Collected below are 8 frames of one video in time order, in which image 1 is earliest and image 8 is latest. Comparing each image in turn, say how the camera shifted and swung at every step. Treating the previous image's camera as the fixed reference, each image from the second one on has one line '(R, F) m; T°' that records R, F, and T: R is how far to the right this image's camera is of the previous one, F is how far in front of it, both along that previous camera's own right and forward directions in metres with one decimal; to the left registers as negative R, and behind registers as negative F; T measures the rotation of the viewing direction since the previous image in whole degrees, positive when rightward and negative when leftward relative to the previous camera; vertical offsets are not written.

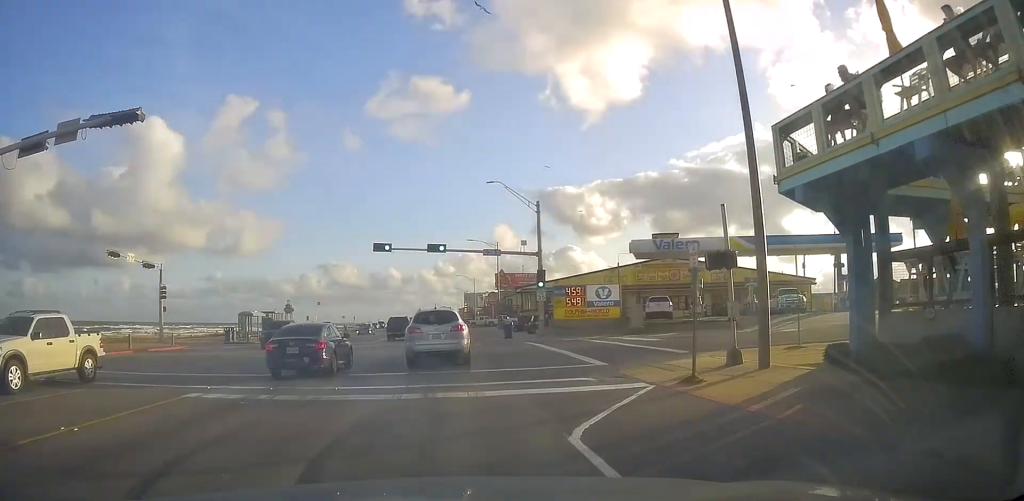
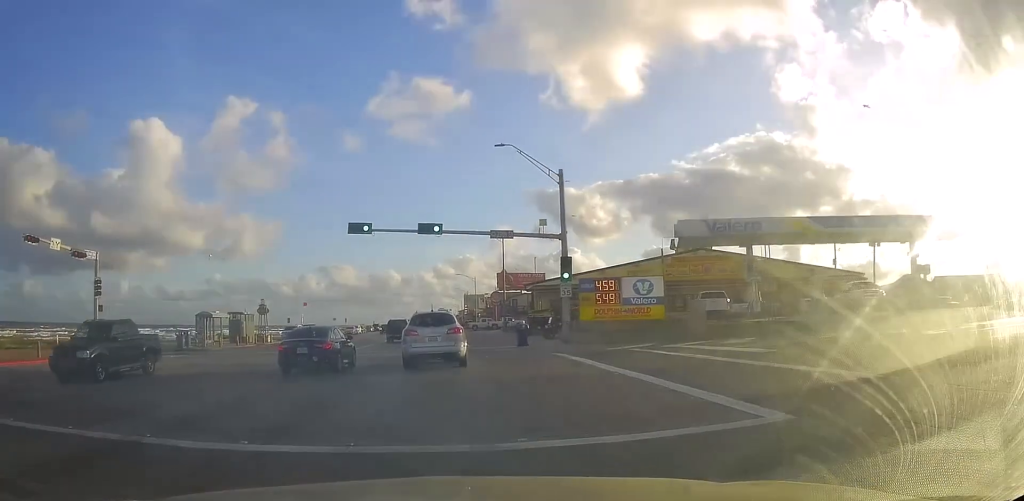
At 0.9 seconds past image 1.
(+0.3, +9.5) m; +1°
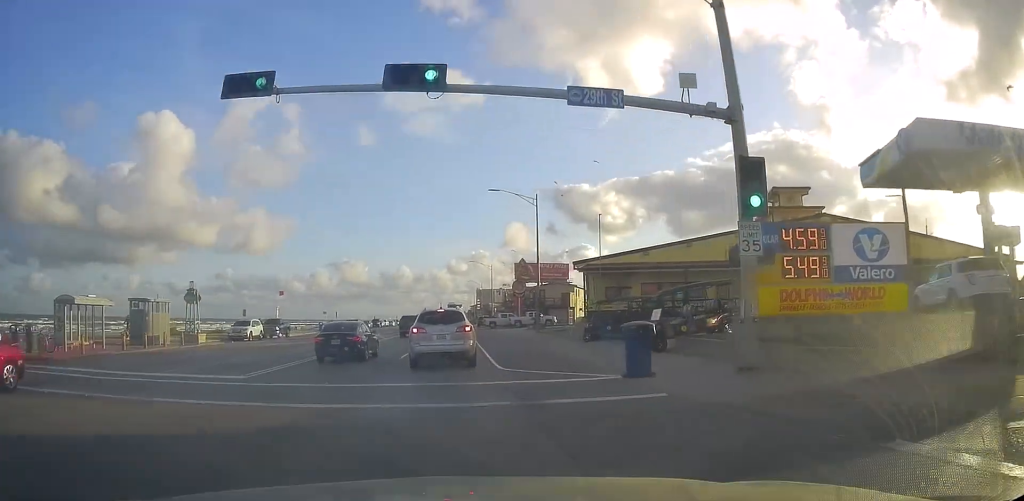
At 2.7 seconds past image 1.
(-0.4, +19.3) m; -2°
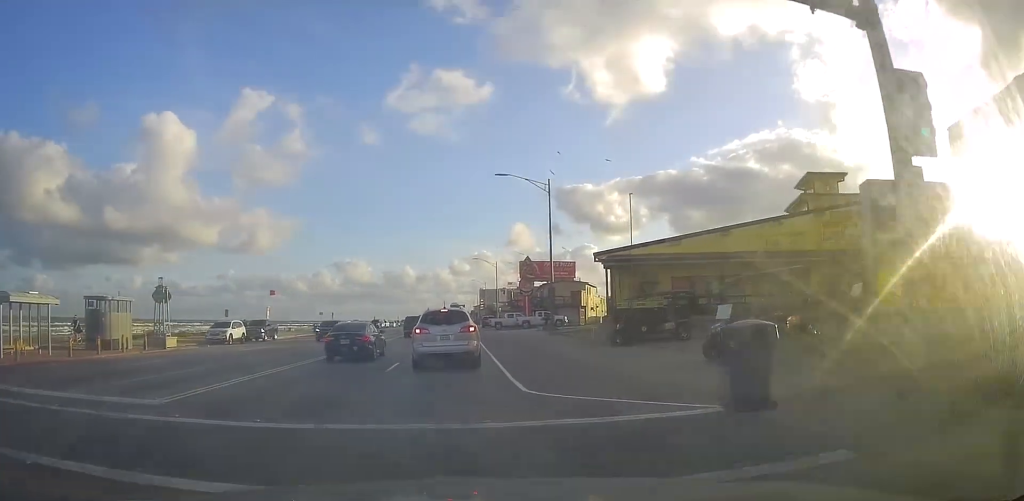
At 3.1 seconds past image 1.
(-0.3, +5.1) m; +1°
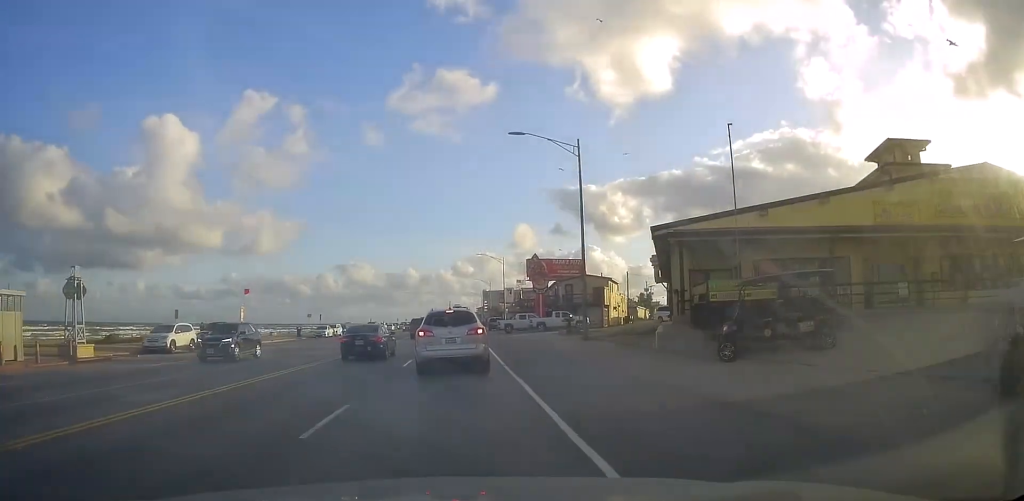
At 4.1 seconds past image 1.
(+0.7, +9.9) m; 0°
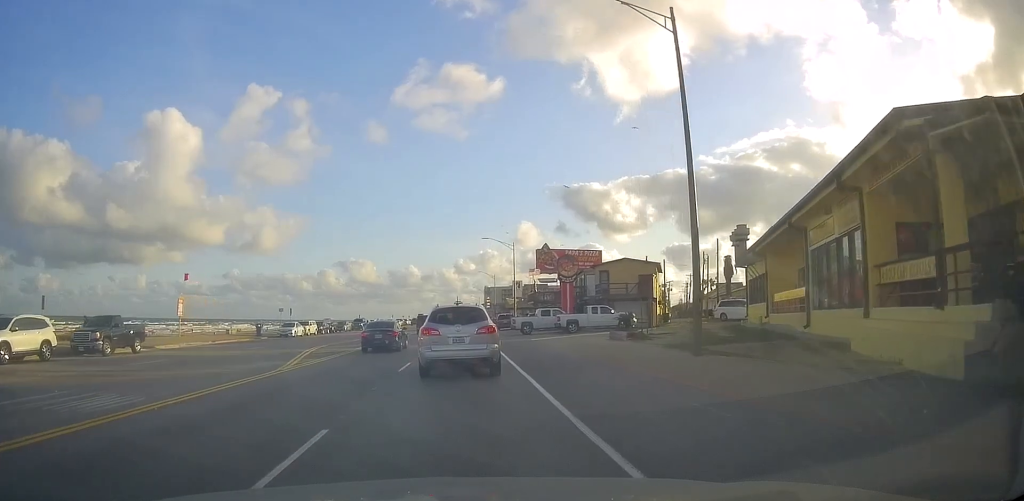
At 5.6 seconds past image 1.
(-0.8, +16.1) m; -3°
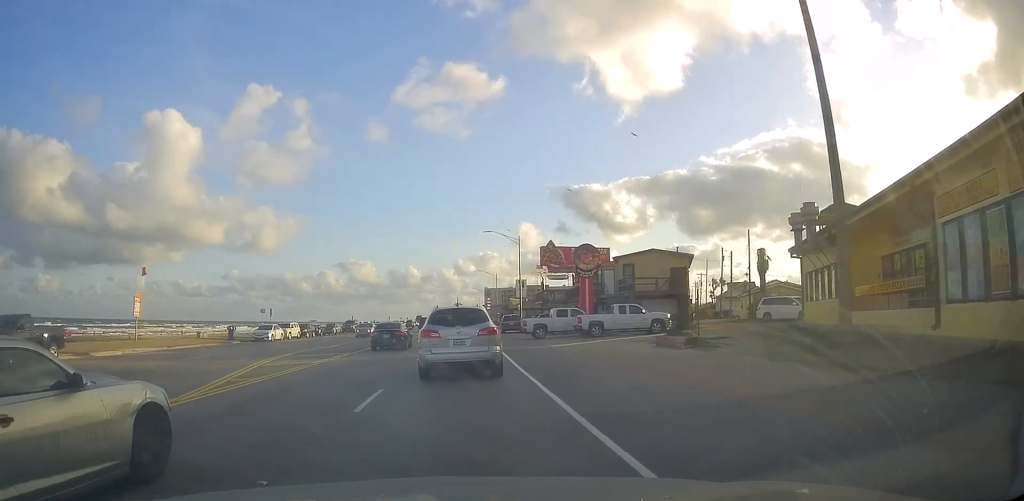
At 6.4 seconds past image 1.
(+0.2, +8.1) m; 0°
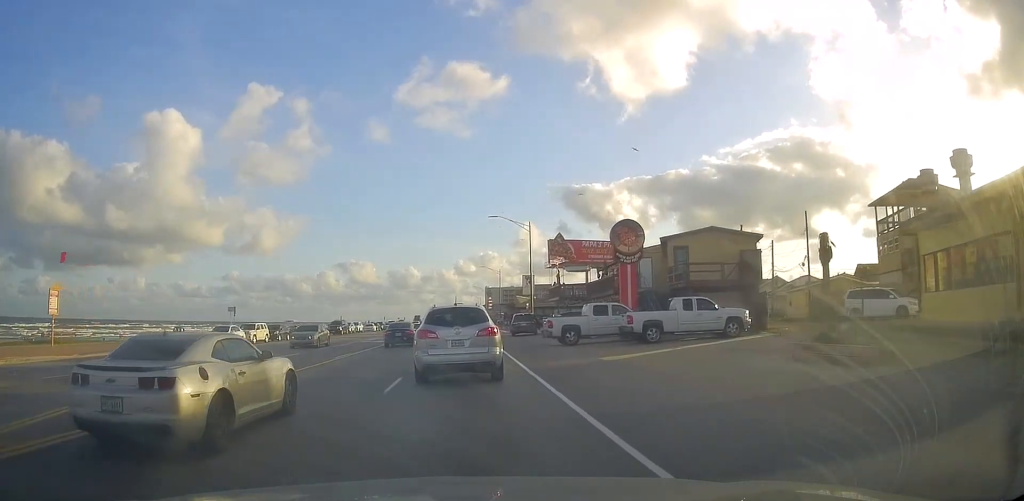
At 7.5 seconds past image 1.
(-0.1, +10.8) m; +2°
